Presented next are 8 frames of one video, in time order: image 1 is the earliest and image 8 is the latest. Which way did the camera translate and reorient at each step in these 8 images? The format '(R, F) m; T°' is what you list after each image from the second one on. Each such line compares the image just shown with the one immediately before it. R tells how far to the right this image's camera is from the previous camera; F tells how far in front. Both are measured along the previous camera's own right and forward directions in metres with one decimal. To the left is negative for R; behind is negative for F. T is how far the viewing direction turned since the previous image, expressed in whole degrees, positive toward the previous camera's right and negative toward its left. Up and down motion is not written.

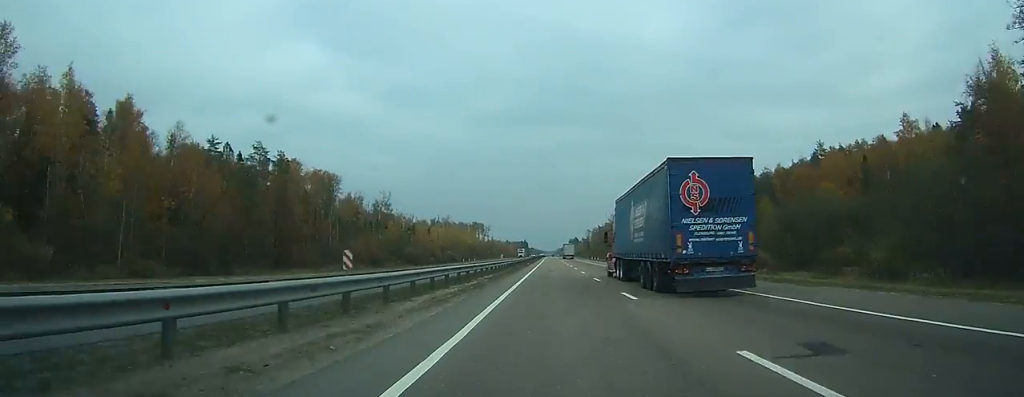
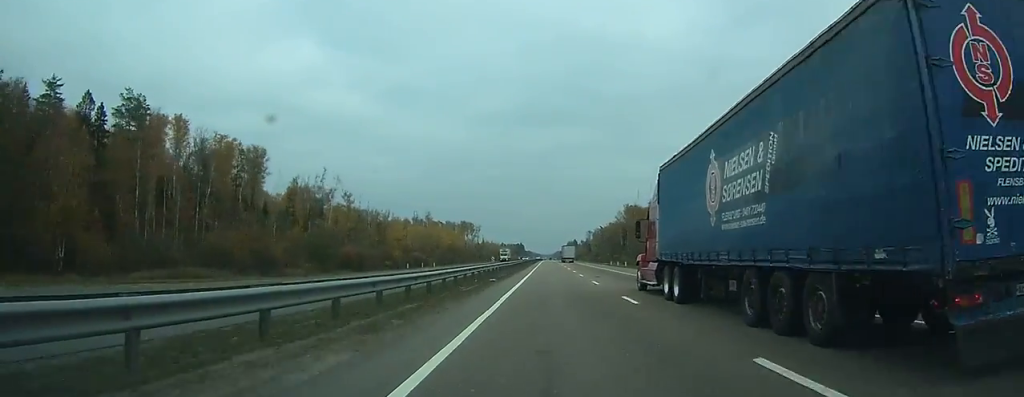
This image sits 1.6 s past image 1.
(0.0, +46.7) m; 0°
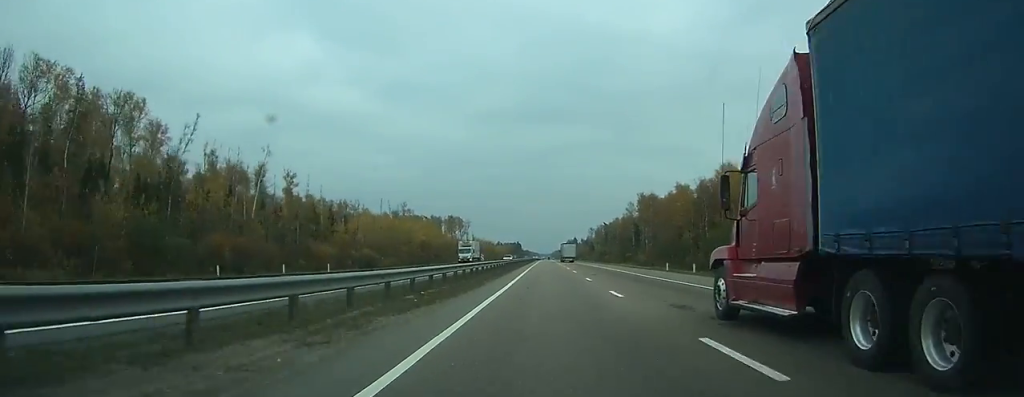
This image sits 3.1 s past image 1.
(0.0, +45.3) m; 0°
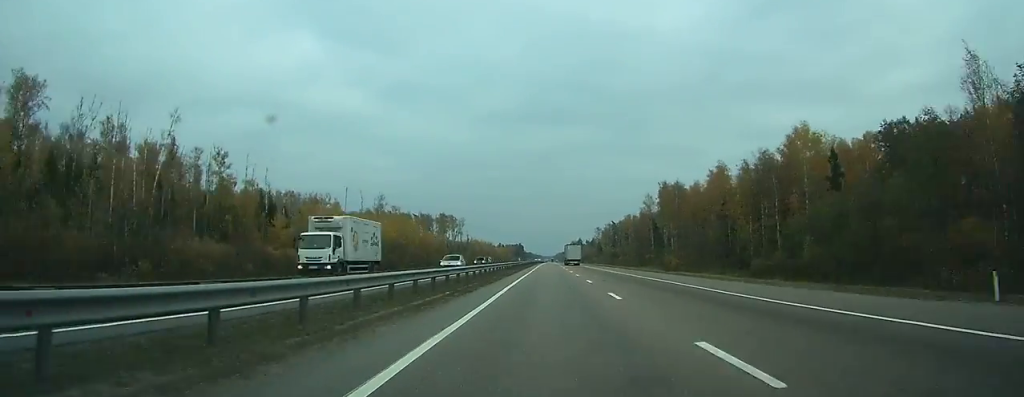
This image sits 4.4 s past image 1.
(0.0, +35.9) m; 0°
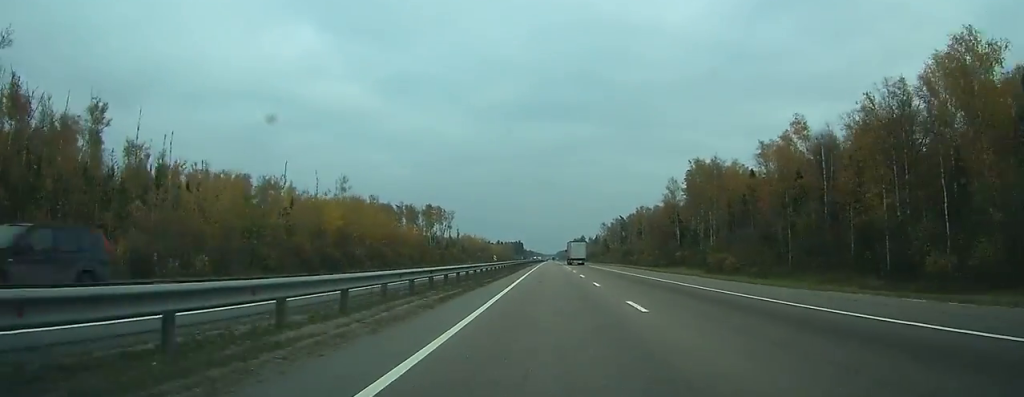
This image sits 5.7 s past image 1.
(0.0, +38.9) m; 0°
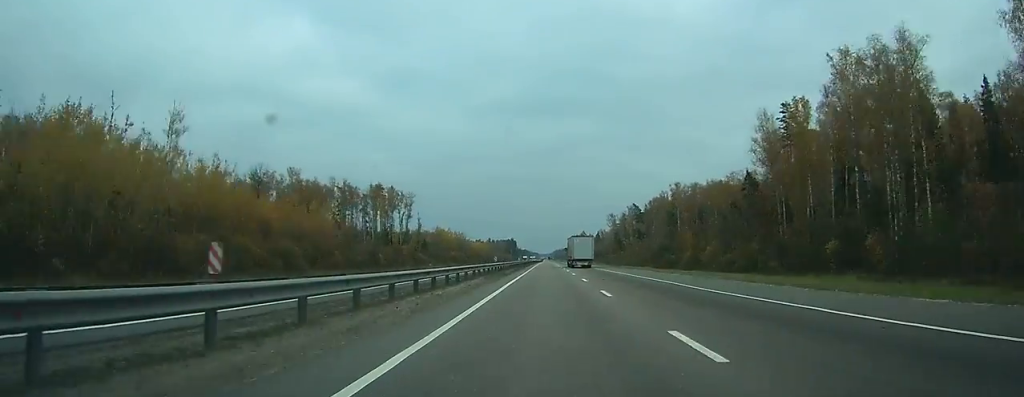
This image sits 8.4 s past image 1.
(+0.1, +83.1) m; 0°
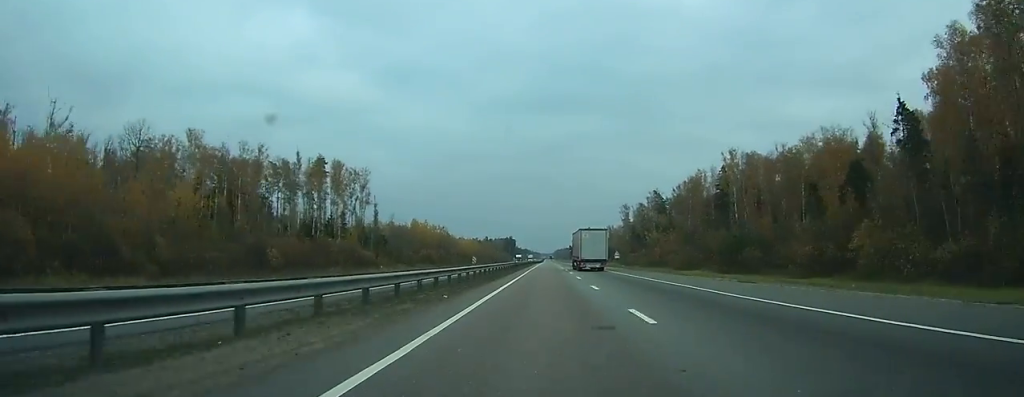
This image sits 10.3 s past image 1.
(+0.1, +62.3) m; 0°
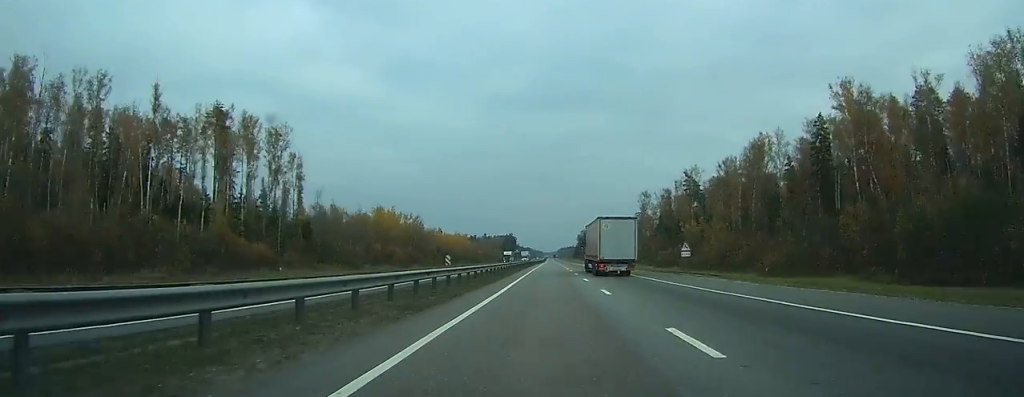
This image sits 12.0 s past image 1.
(0.0, +56.7) m; 0°
